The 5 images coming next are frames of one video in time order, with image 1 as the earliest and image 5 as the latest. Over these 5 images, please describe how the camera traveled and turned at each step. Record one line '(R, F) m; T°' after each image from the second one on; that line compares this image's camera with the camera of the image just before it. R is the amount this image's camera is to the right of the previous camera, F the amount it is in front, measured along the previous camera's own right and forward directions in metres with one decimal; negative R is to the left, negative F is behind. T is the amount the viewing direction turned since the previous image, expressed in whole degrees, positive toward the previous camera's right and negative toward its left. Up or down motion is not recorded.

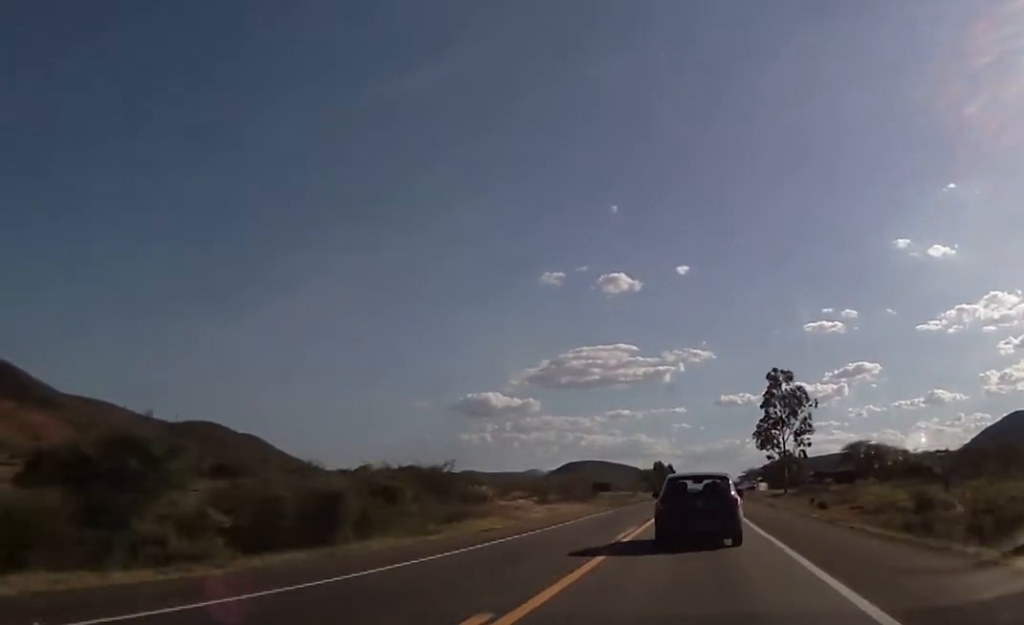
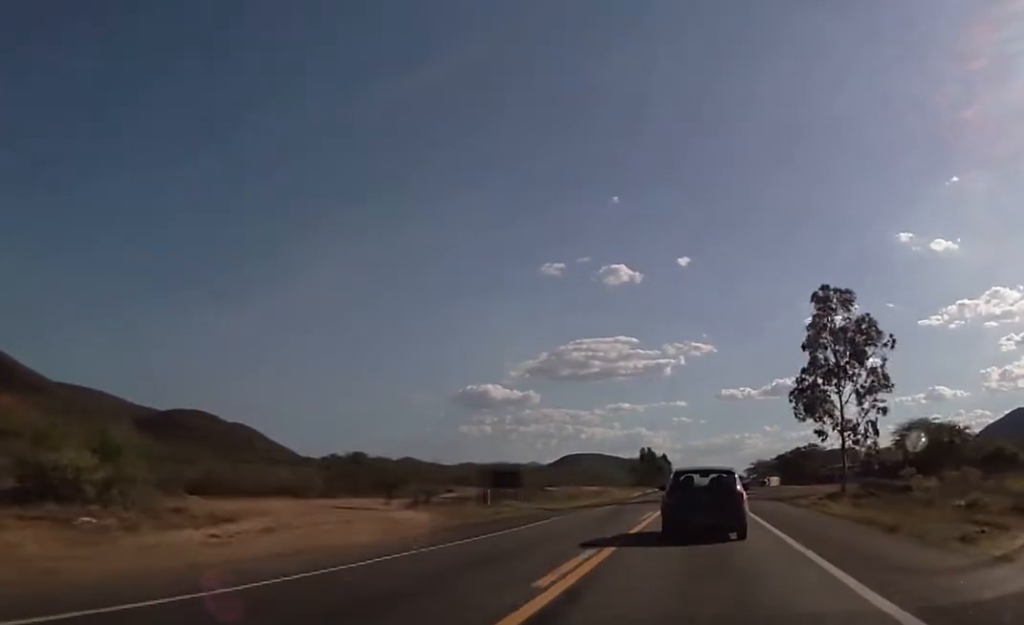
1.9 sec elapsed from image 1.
(-0.3, +46.6) m; +1°
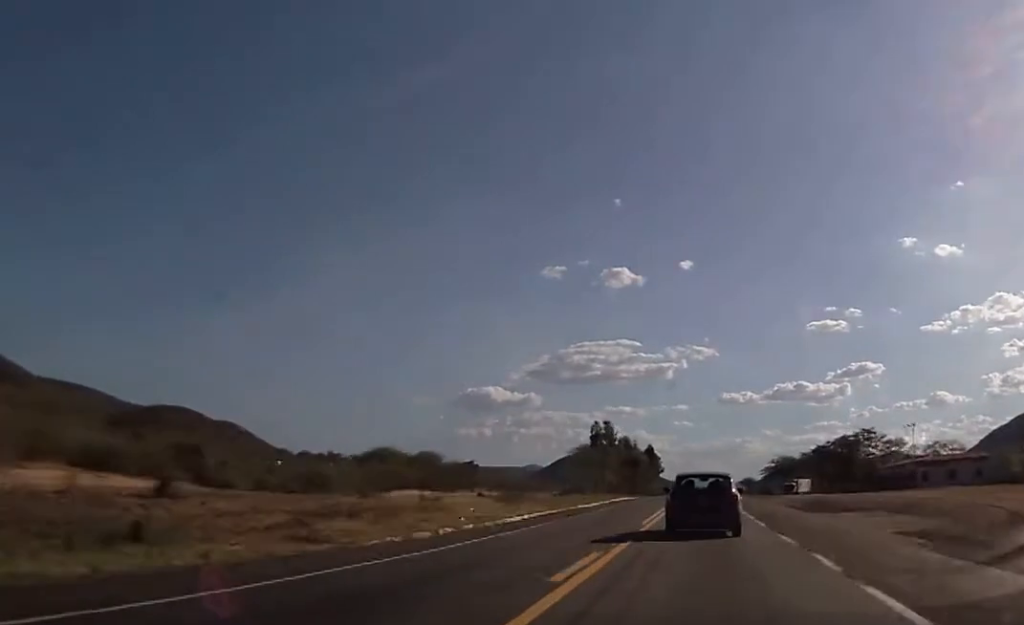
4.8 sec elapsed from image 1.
(+0.6, +69.1) m; -1°
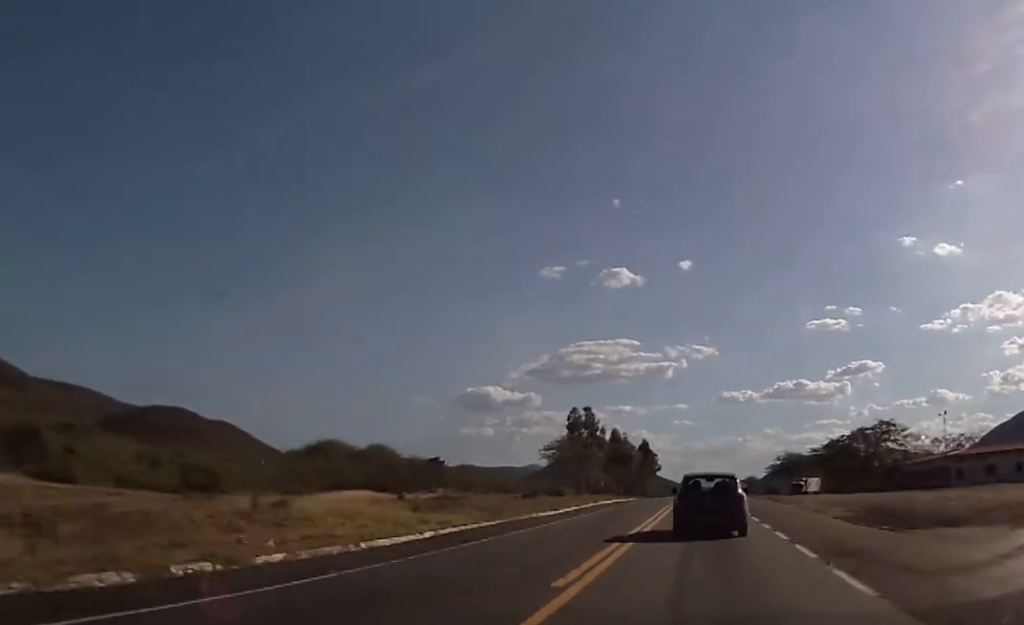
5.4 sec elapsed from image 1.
(0.0, +14.6) m; 0°
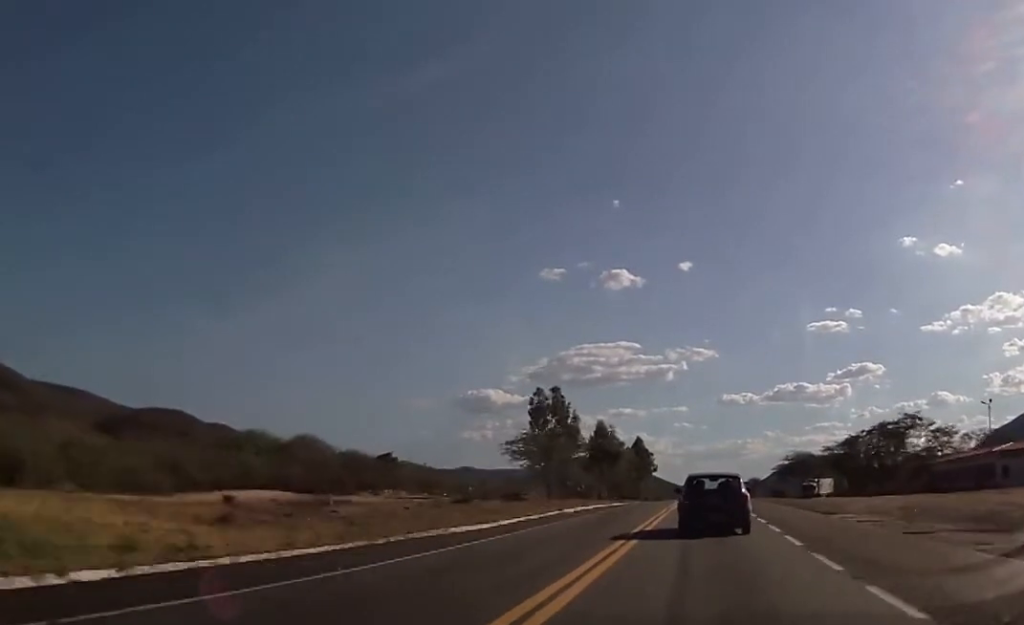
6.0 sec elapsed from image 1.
(0.0, +15.6) m; 0°
